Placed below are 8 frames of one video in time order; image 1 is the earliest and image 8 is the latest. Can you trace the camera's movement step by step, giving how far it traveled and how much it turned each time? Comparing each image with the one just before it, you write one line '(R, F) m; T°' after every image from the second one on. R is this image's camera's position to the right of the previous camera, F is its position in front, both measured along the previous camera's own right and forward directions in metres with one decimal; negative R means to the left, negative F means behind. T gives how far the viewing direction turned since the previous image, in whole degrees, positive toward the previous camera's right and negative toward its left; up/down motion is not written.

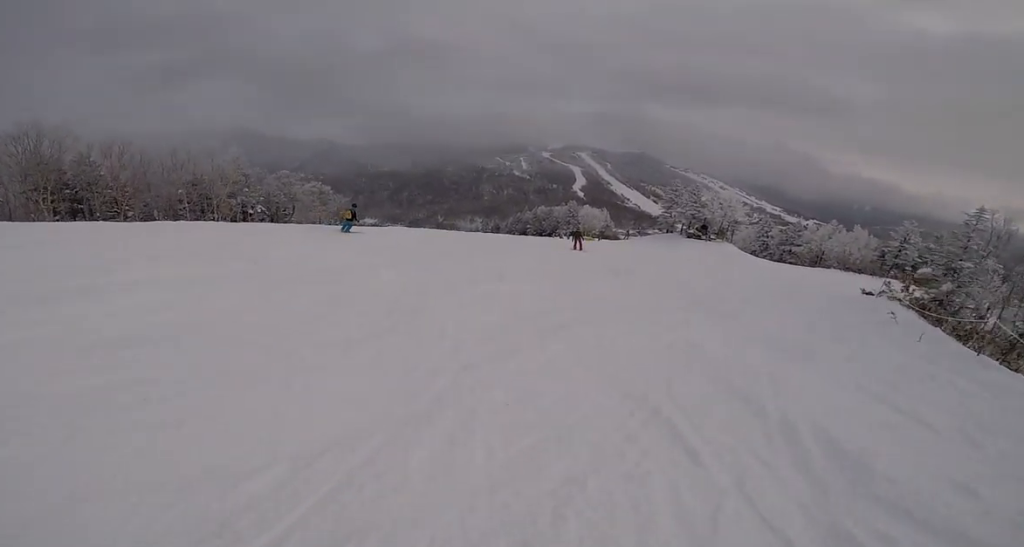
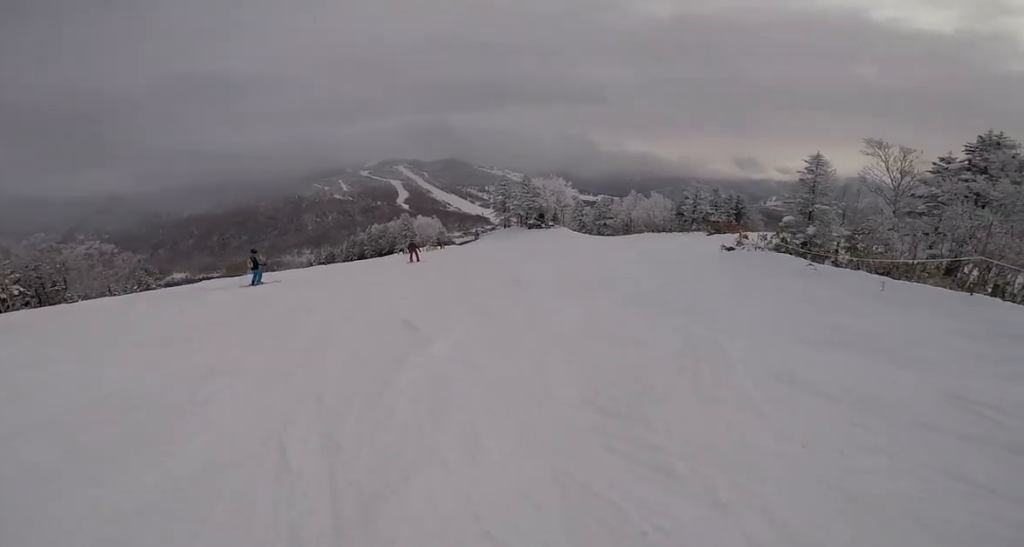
(+0.1, +3.7) m; +8°
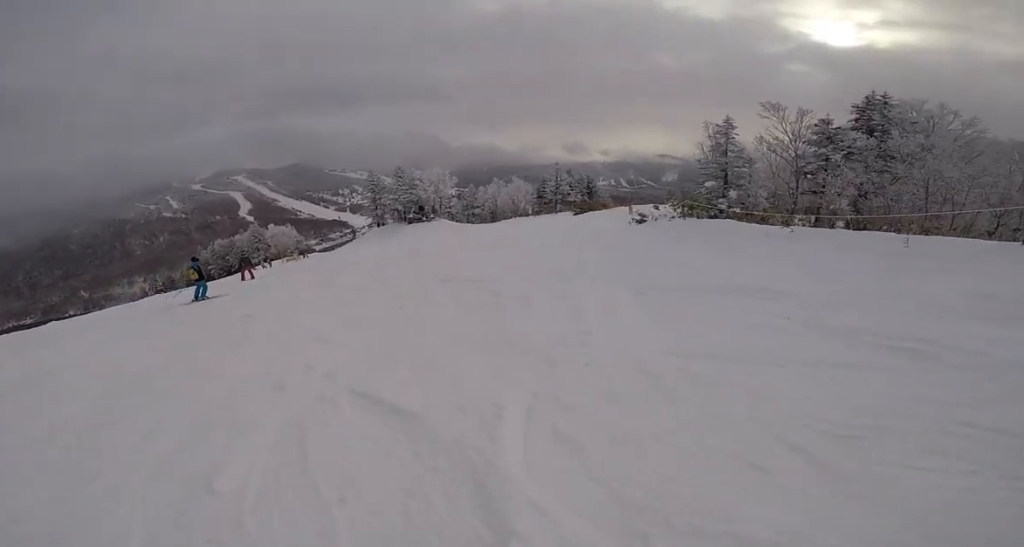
(+0.3, +4.0) m; +25°
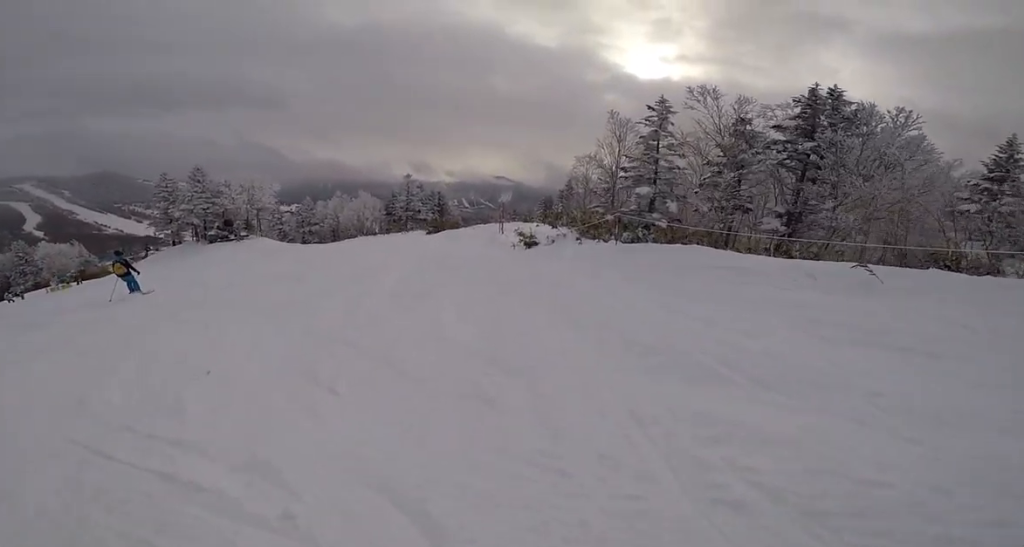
(+2.2, +6.7) m; +8°
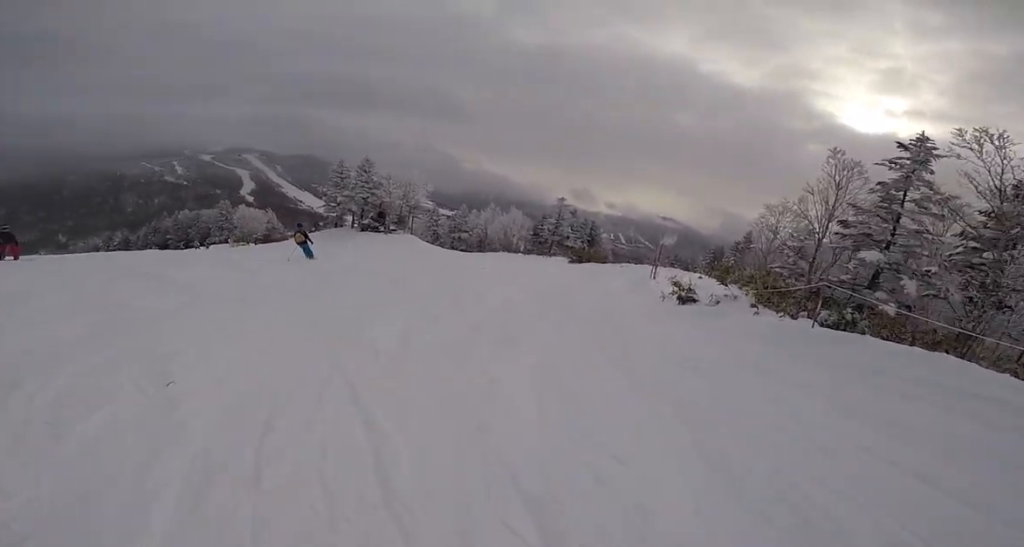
(-0.3, +2.2) m; -8°
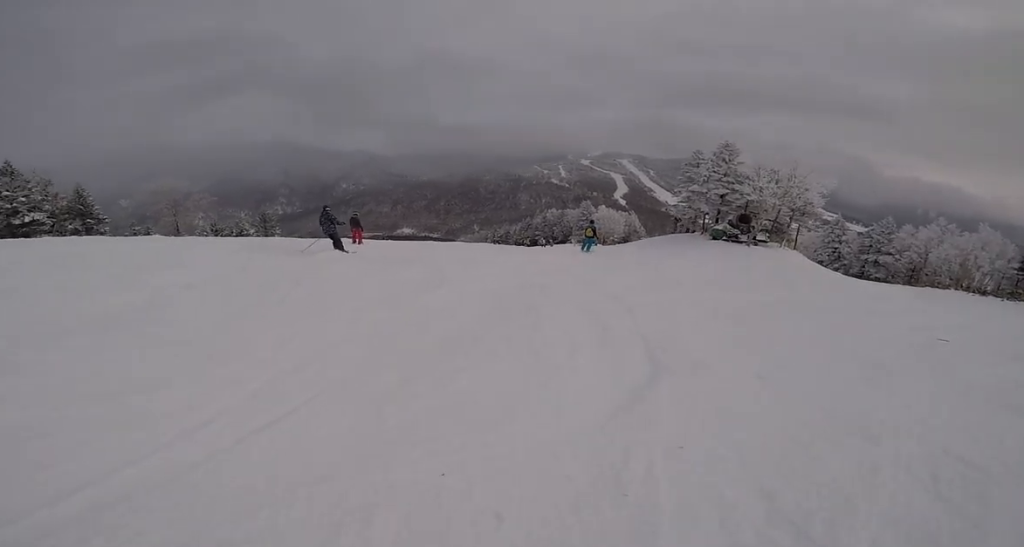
(-2.5, +5.3) m; -51°
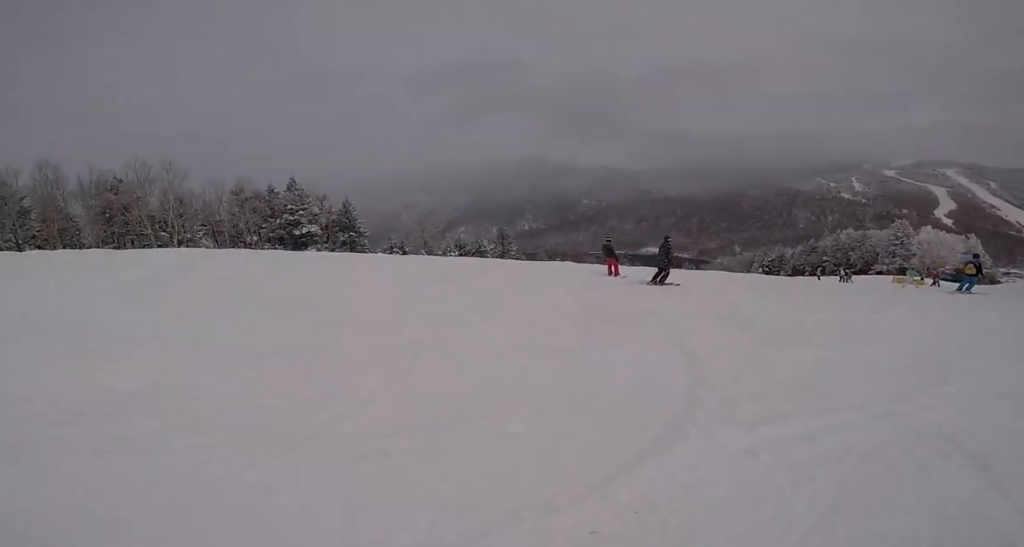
(+0.3, +2.6) m; -5°
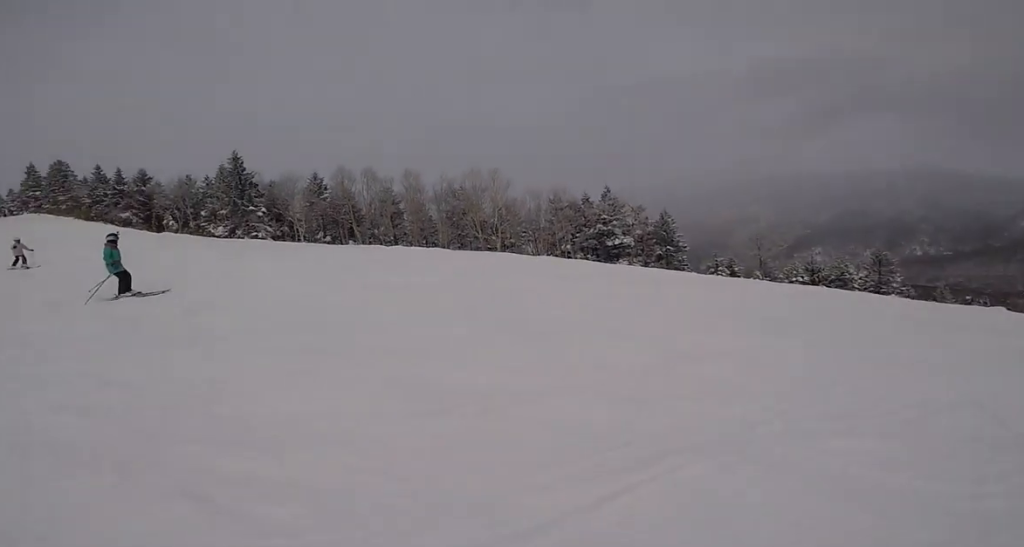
(-0.2, +1.0) m; -12°
